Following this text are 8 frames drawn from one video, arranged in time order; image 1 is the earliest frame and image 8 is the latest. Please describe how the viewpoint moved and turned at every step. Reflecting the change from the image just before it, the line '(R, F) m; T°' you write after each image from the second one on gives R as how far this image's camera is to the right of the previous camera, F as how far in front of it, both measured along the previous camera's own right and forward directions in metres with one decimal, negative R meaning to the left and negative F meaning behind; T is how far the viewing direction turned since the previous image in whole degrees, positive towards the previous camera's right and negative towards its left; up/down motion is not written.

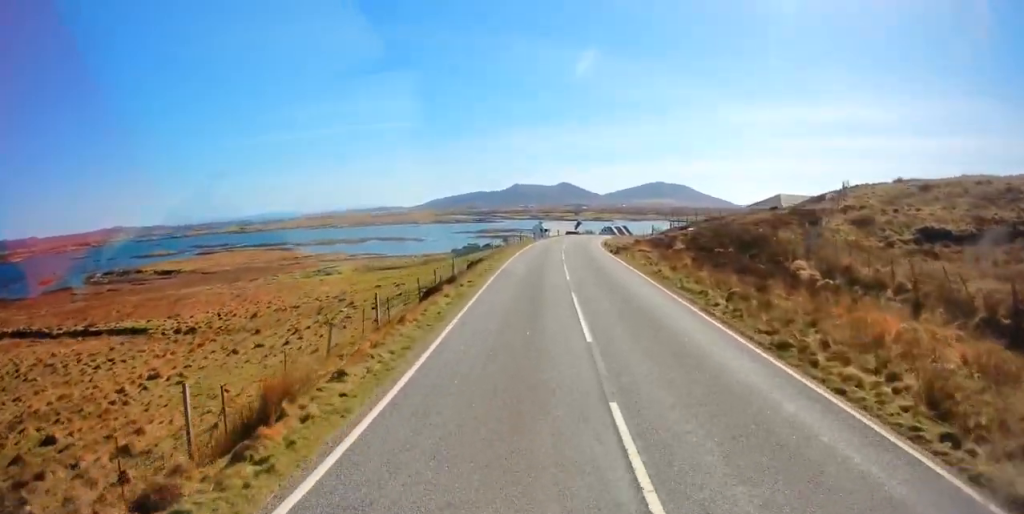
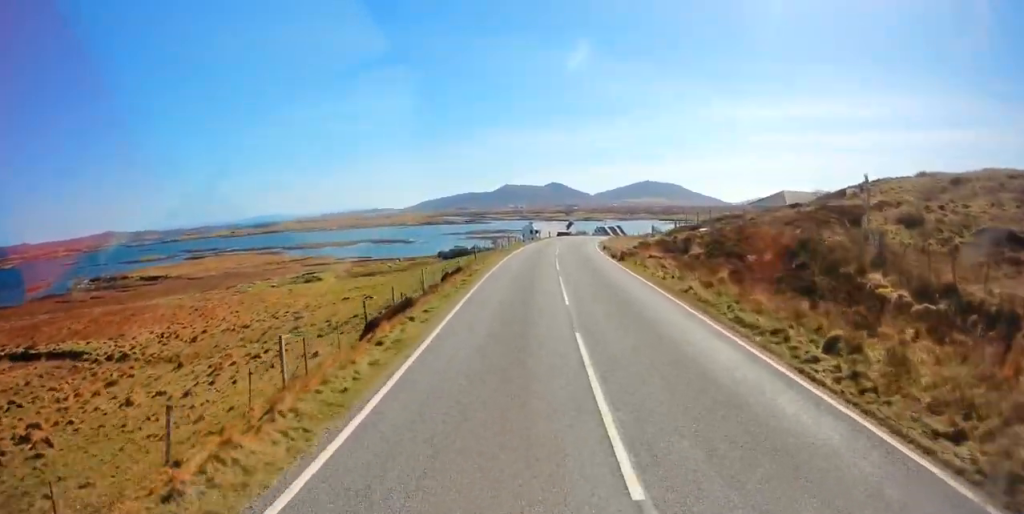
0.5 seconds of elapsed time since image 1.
(-0.3, +5.4) m; -2°
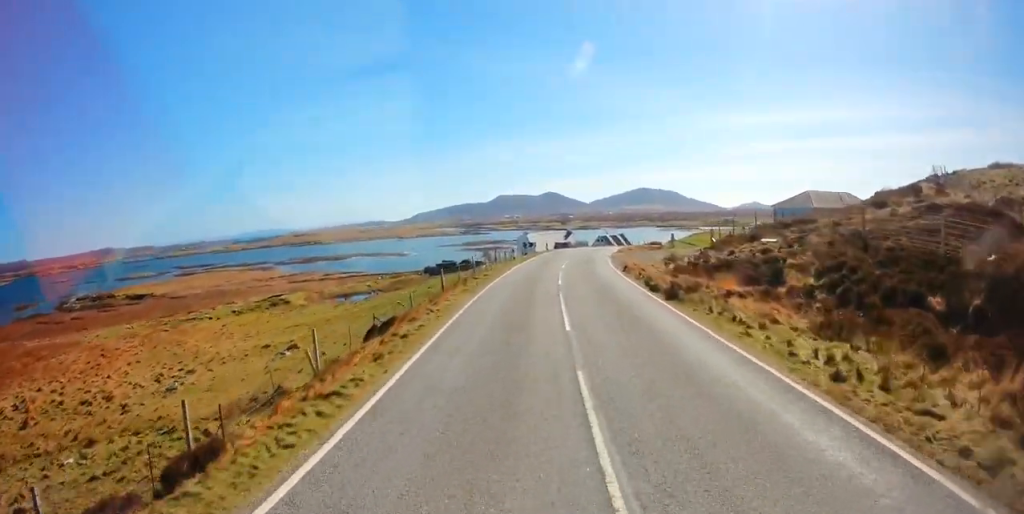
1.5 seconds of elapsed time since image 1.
(-0.6, +11.8) m; -3°
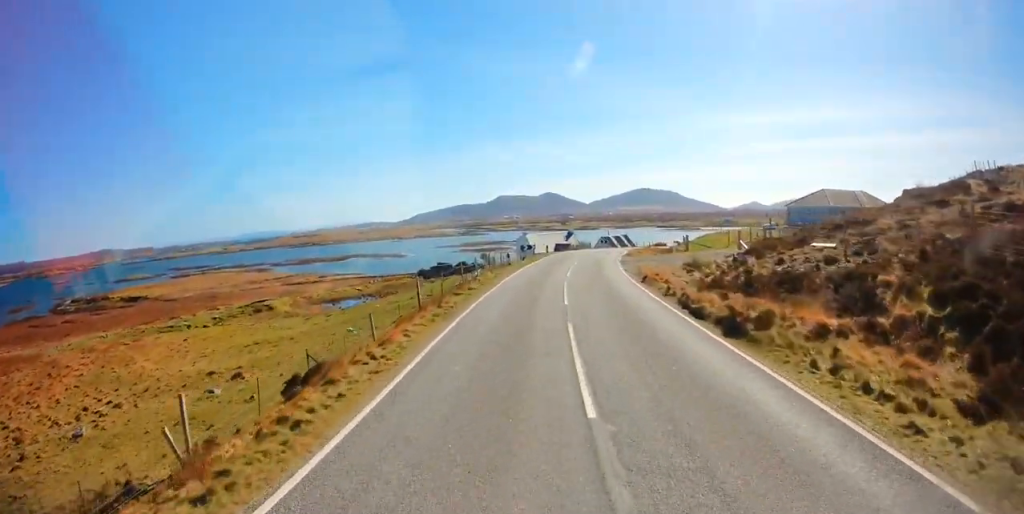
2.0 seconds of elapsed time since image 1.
(0.0, +5.5) m; 0°
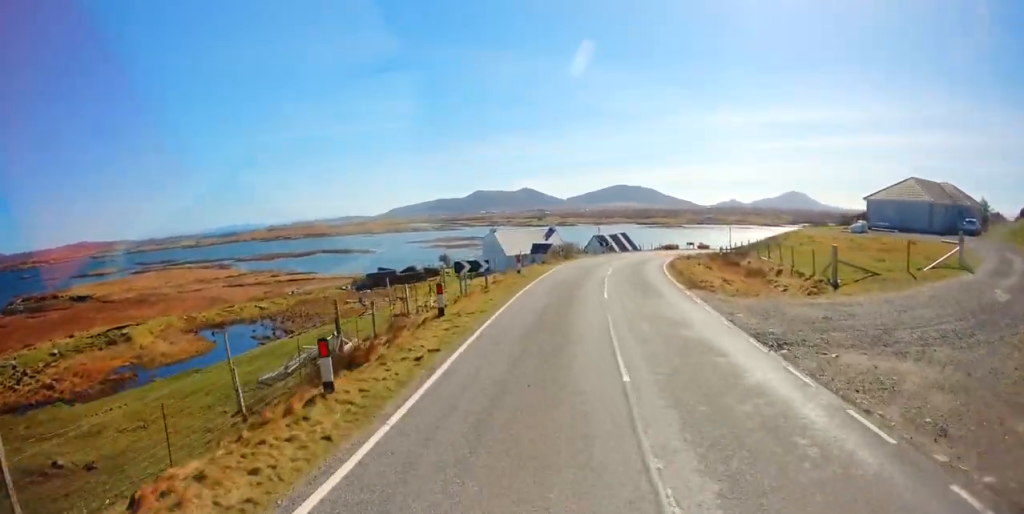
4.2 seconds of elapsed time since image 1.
(+0.7, +26.8) m; +3°
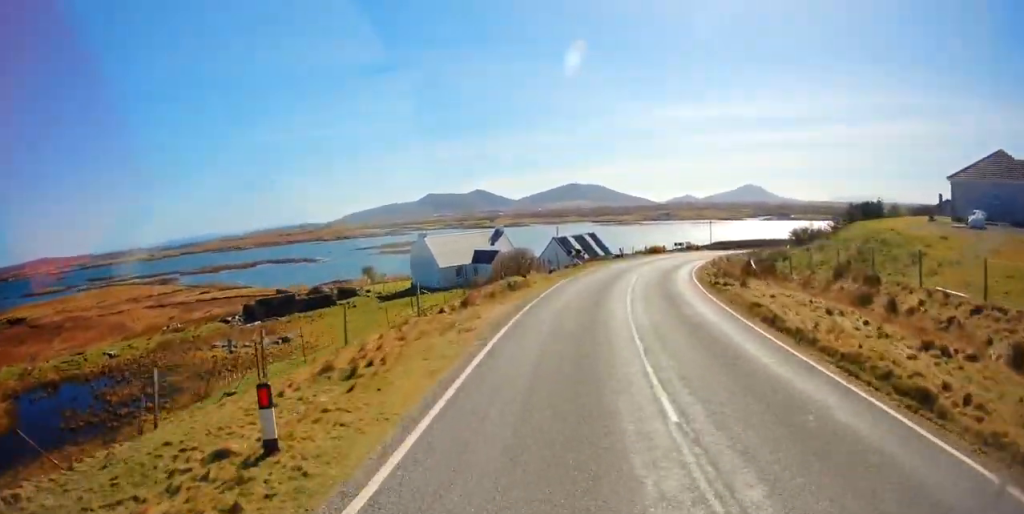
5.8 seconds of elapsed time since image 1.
(+0.7, +19.9) m; +6°
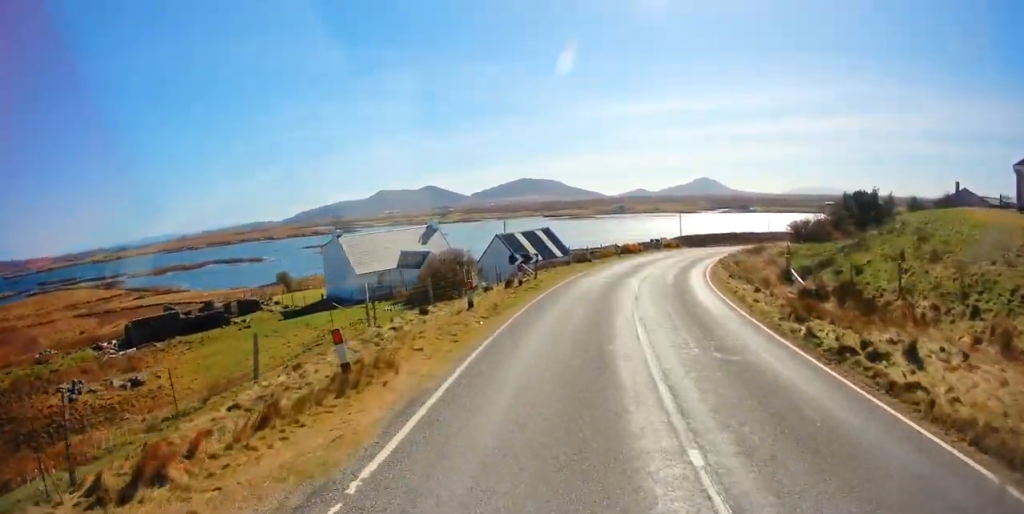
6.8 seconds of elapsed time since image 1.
(+0.7, +13.8) m; +10°
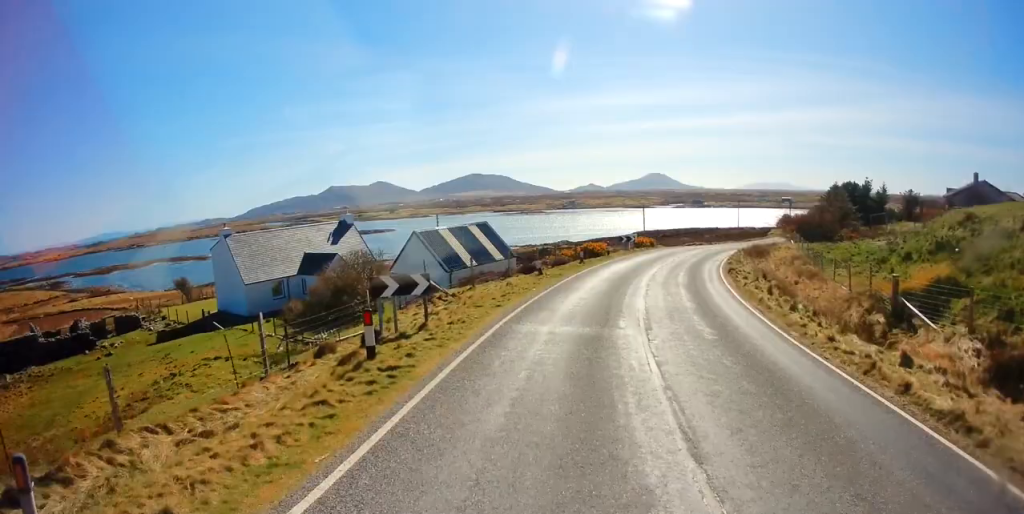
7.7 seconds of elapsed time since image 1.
(+1.3, +11.9) m; +7°
